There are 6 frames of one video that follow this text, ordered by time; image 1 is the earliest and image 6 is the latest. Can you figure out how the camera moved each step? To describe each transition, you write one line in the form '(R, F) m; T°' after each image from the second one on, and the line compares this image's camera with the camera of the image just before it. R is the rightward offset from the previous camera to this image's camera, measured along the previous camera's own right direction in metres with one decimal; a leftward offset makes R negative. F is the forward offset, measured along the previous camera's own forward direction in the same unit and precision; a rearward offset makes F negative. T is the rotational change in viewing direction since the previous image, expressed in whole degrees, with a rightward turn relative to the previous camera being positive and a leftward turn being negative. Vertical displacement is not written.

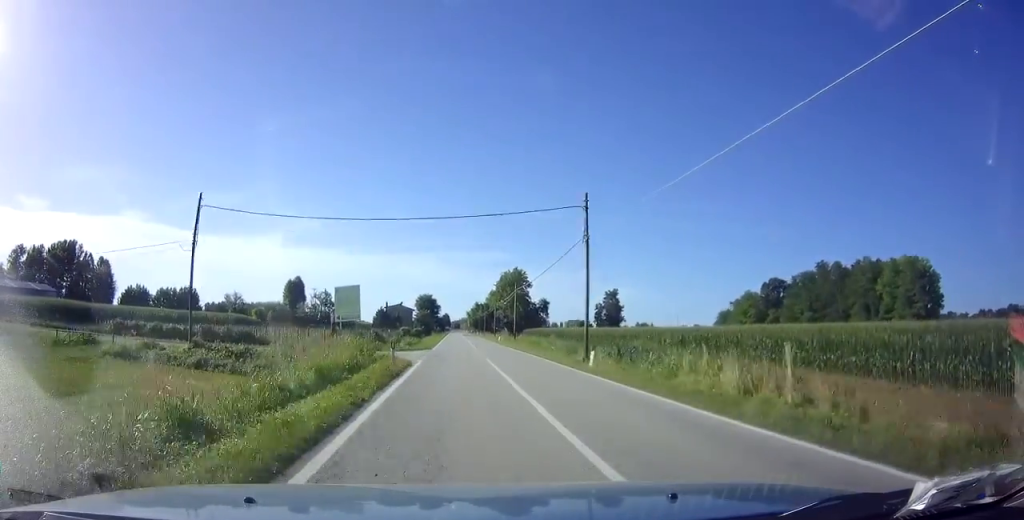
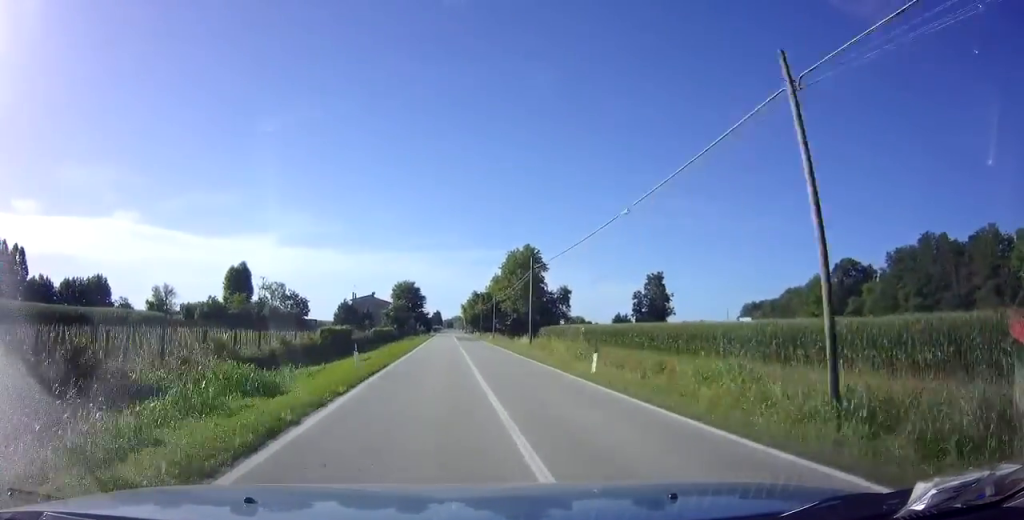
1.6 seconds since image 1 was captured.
(+0.3, +47.1) m; +1°
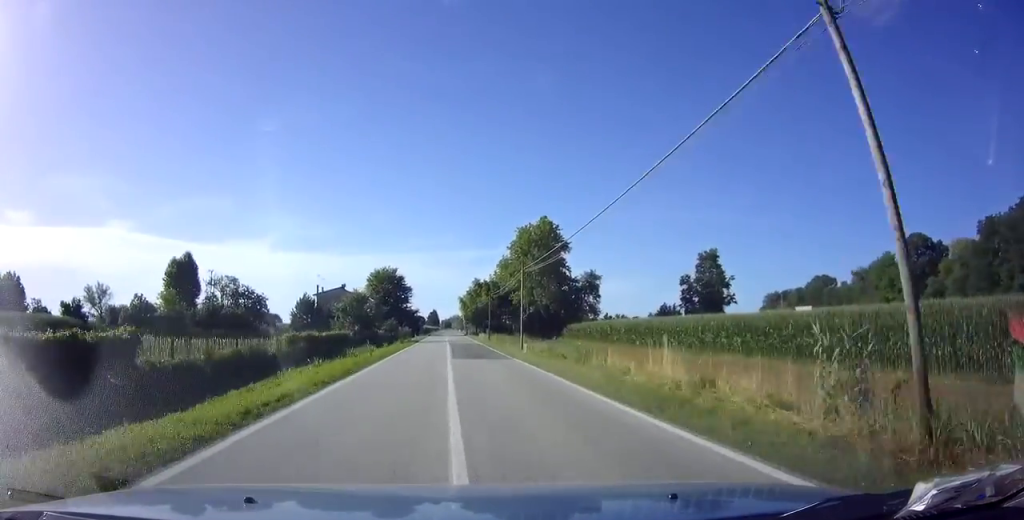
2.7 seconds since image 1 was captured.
(0.0, +31.3) m; 0°
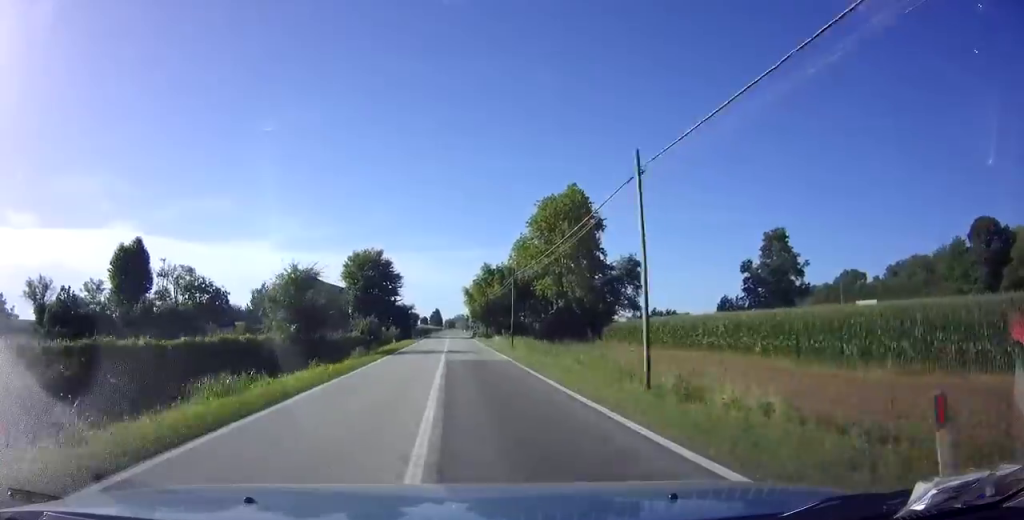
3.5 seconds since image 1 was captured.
(-0.1, +22.6) m; 0°
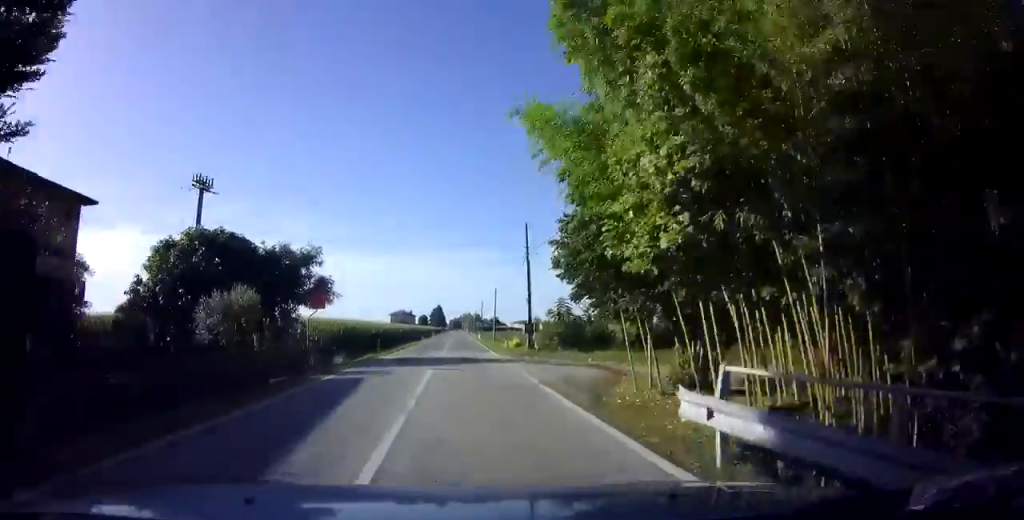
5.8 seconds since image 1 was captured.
(-0.5, +68.8) m; -1°
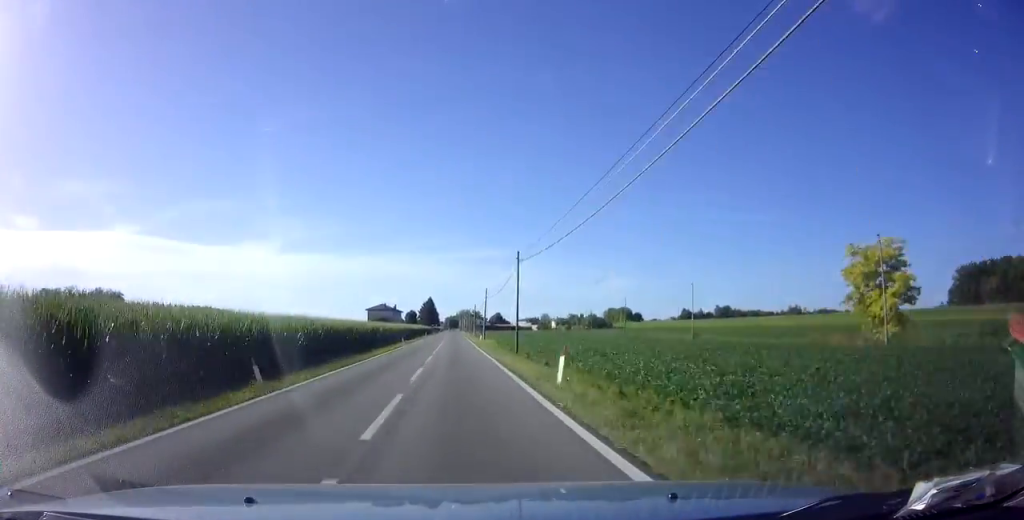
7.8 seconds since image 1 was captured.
(+0.3, +58.1) m; 0°
